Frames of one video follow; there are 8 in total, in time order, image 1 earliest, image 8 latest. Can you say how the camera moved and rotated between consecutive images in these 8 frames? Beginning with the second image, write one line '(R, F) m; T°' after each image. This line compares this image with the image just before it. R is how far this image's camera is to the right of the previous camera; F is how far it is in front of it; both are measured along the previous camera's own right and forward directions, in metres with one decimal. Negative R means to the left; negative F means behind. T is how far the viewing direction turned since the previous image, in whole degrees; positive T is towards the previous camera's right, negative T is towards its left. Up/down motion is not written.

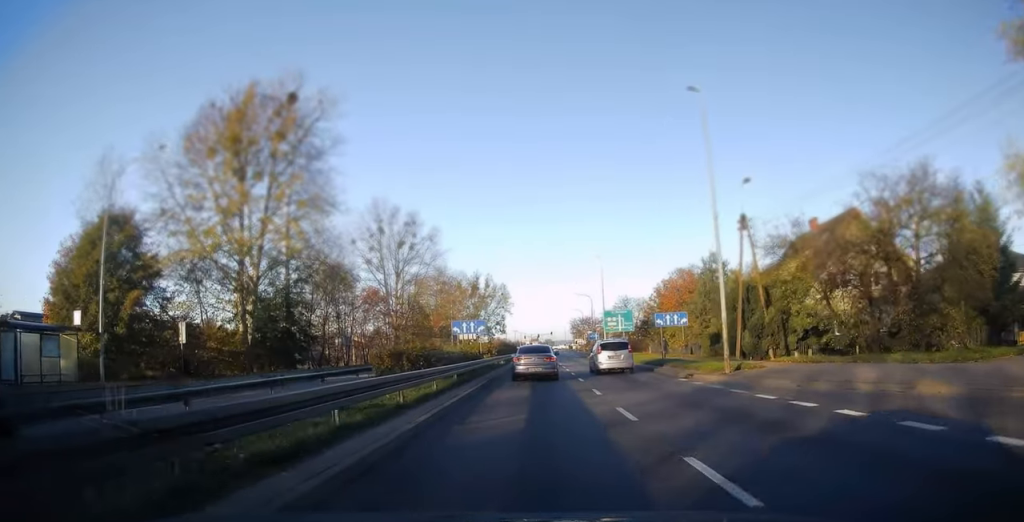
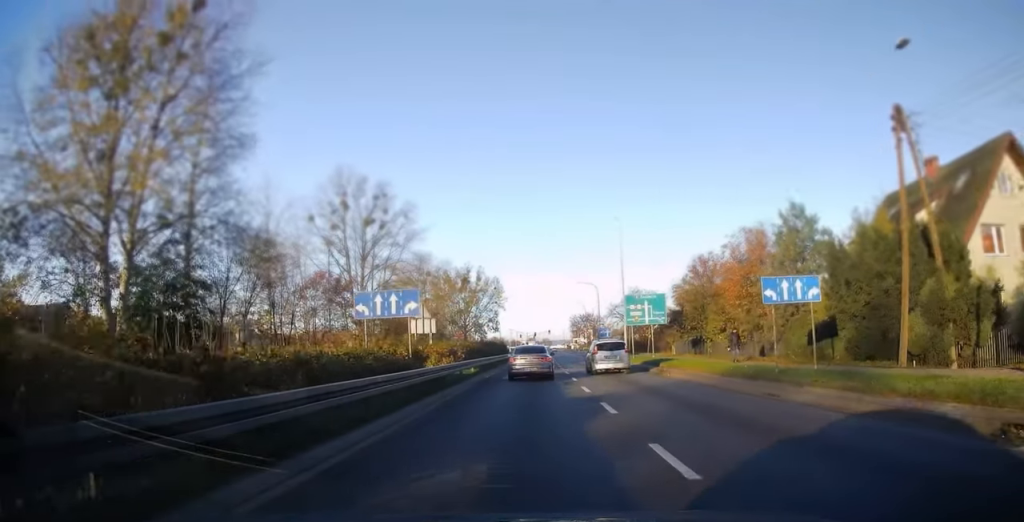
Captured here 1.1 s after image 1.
(-0.1, +16.7) m; +1°
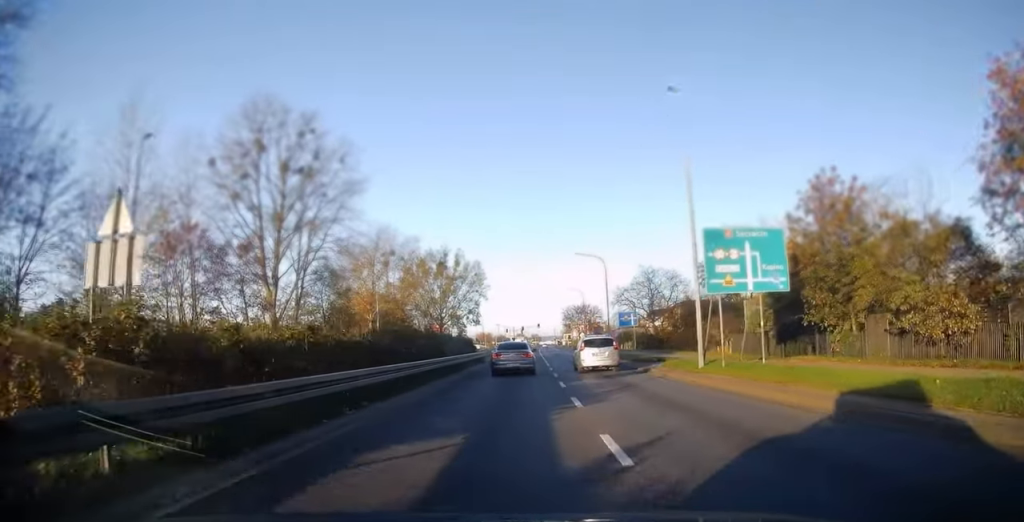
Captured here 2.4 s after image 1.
(+0.5, +23.2) m; +1°
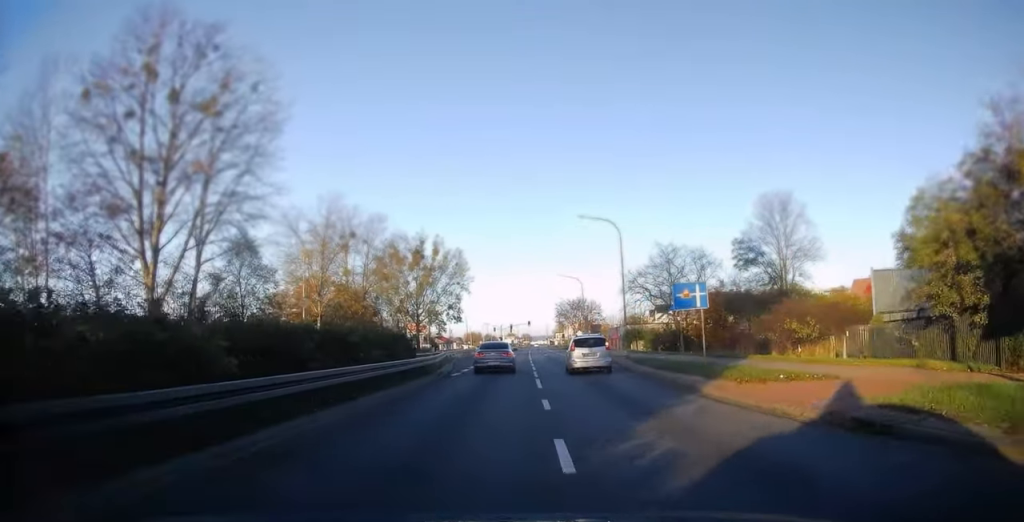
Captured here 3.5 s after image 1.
(0.0, +18.1) m; 0°
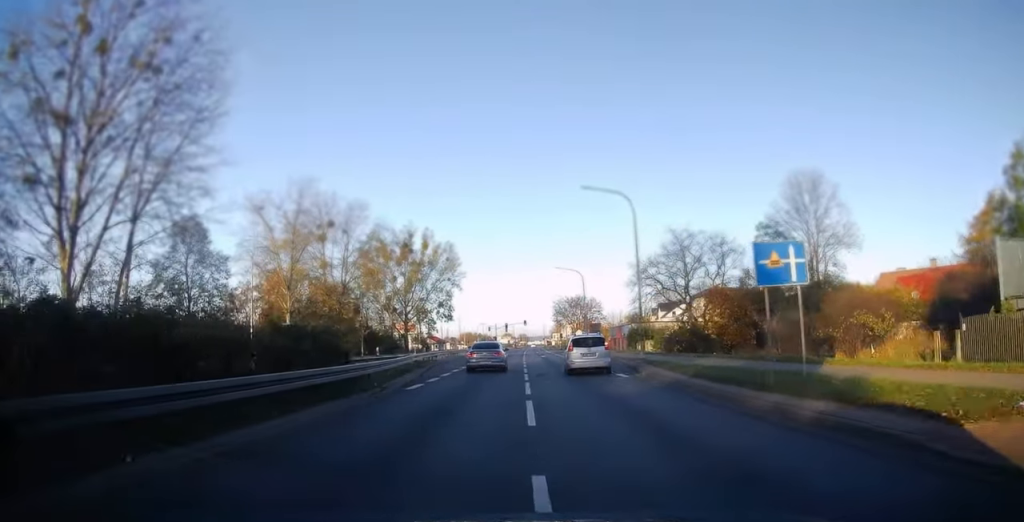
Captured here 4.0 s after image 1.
(0.0, +8.3) m; 0°
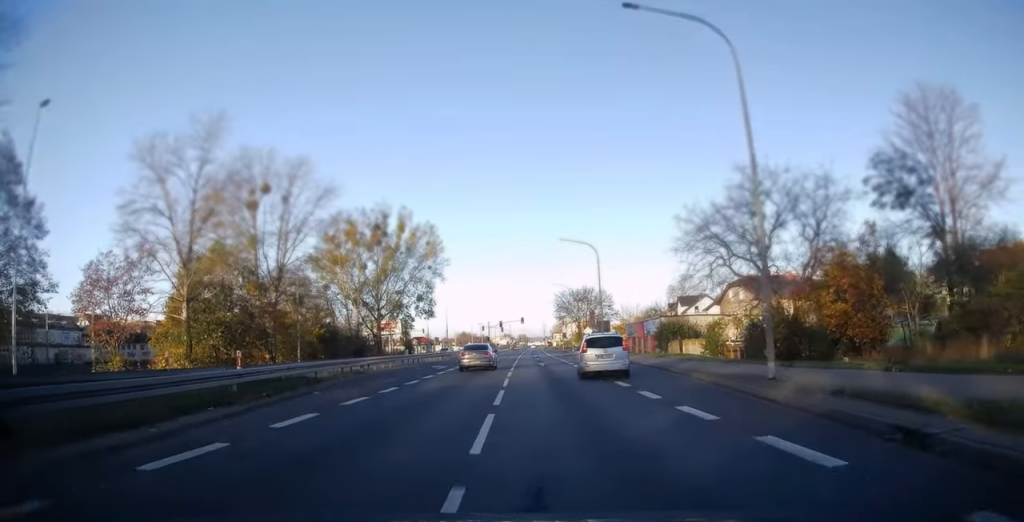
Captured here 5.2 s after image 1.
(0.0, +20.3) m; 0°
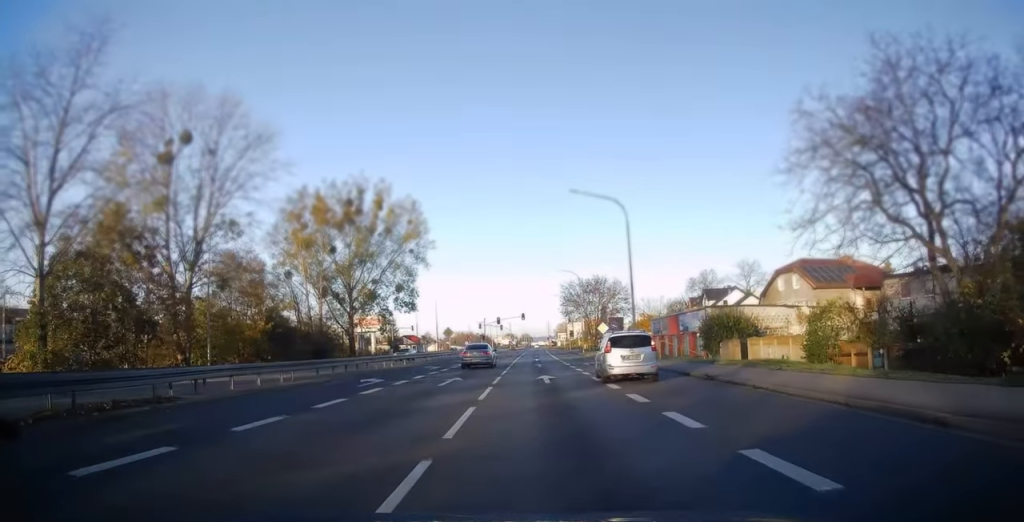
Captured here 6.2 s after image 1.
(0.0, +16.8) m; 0°
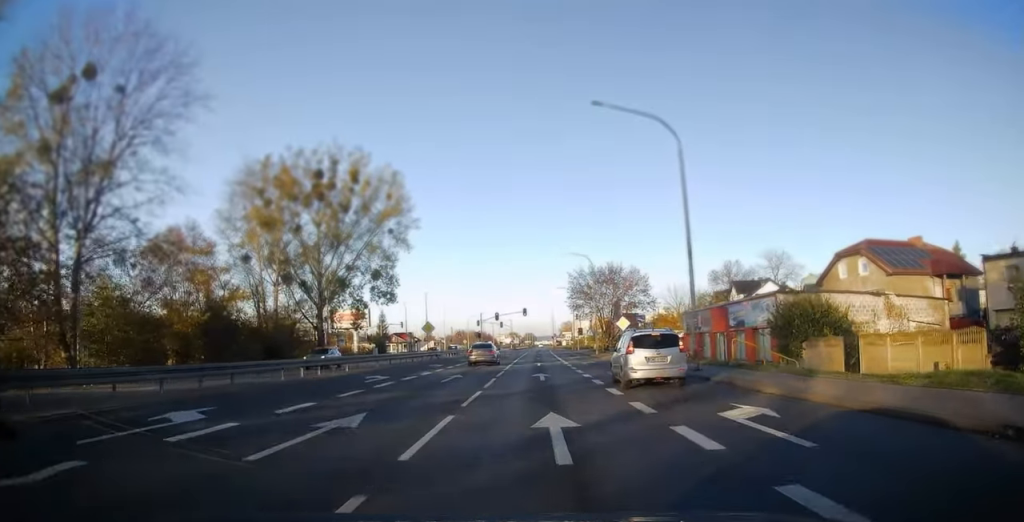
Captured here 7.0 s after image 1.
(0.0, +13.8) m; 0°
